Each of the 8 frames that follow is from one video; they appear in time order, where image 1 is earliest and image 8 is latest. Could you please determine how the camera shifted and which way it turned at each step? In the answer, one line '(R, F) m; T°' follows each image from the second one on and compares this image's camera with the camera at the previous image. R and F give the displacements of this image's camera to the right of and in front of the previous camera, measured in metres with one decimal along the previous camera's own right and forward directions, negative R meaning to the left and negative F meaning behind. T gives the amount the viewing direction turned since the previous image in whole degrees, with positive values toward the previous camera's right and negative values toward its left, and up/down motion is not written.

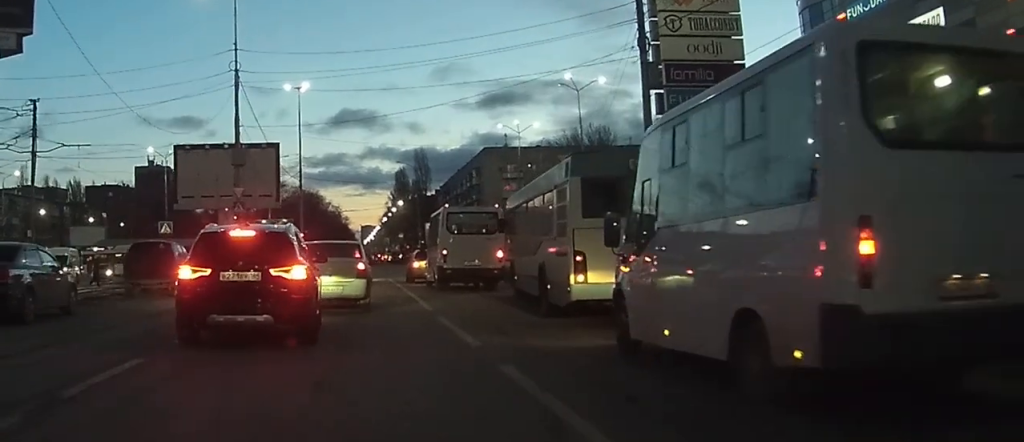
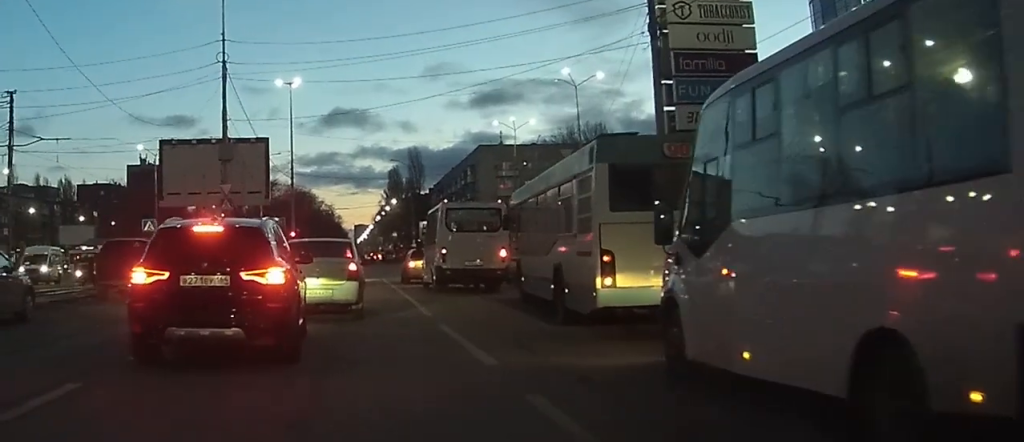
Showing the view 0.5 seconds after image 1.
(+0.1, +2.3) m; +1°
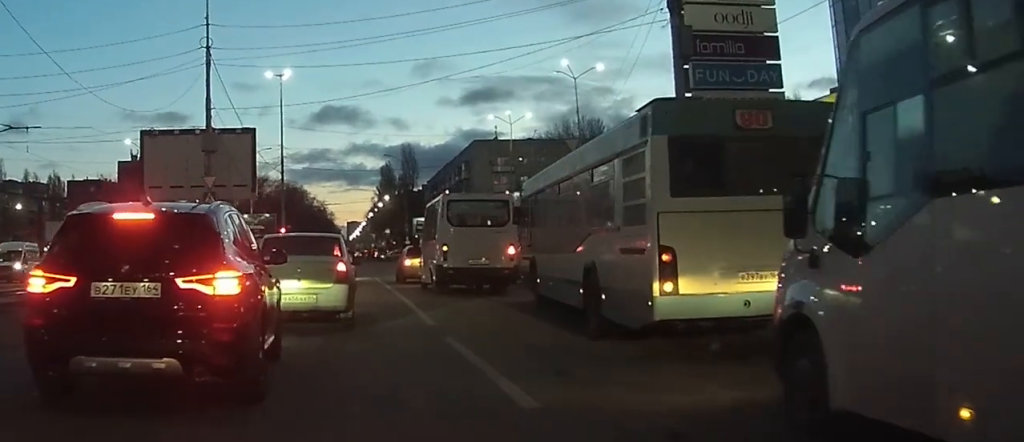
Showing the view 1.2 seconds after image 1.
(+0.1, +3.6) m; +1°
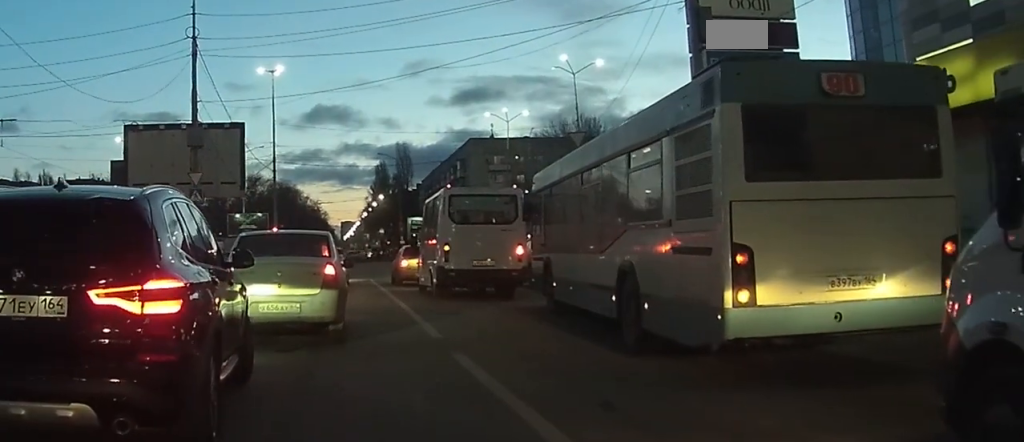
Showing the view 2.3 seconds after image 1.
(0.0, +3.8) m; +2°
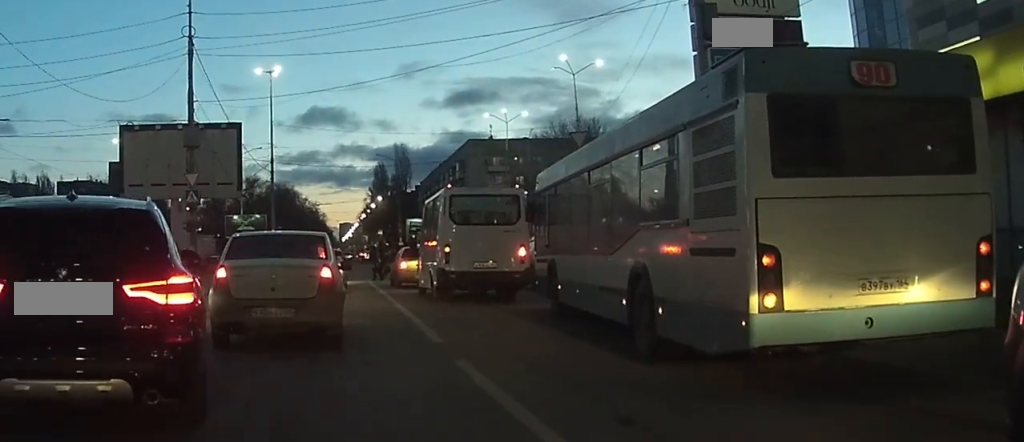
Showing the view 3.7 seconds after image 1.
(+0.1, +2.9) m; +1°
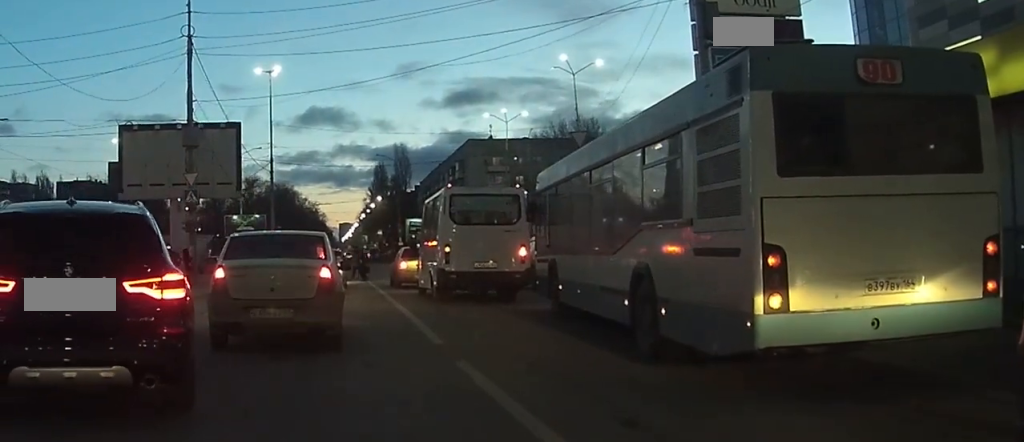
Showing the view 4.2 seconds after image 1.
(0.0, +0.6) m; 0°
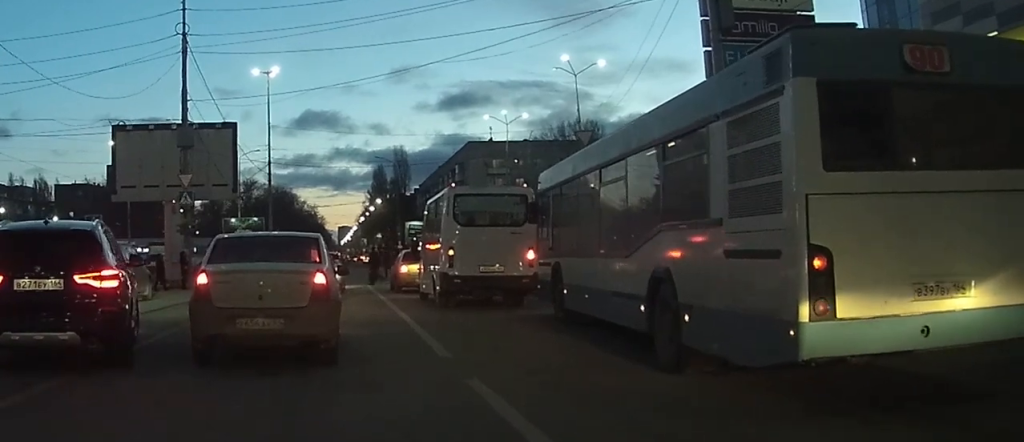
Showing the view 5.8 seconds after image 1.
(-0.2, +1.5) m; 0°
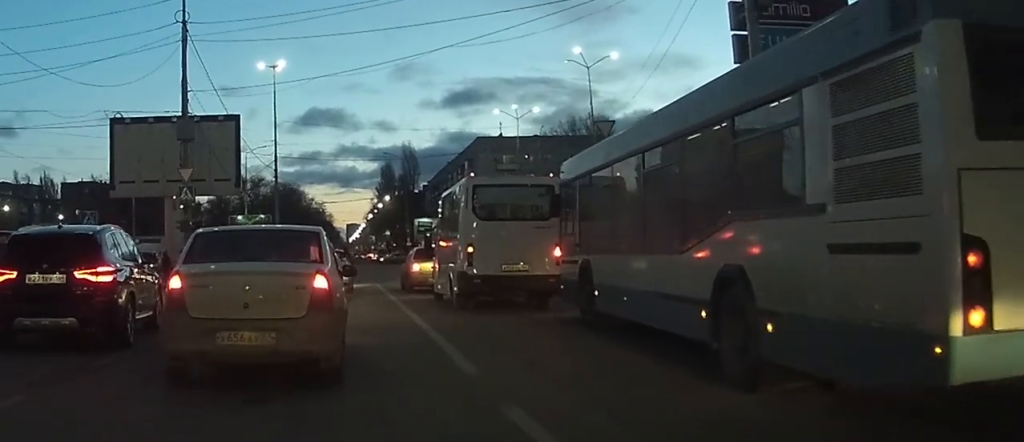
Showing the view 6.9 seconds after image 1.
(-0.1, +0.8) m; 0°
